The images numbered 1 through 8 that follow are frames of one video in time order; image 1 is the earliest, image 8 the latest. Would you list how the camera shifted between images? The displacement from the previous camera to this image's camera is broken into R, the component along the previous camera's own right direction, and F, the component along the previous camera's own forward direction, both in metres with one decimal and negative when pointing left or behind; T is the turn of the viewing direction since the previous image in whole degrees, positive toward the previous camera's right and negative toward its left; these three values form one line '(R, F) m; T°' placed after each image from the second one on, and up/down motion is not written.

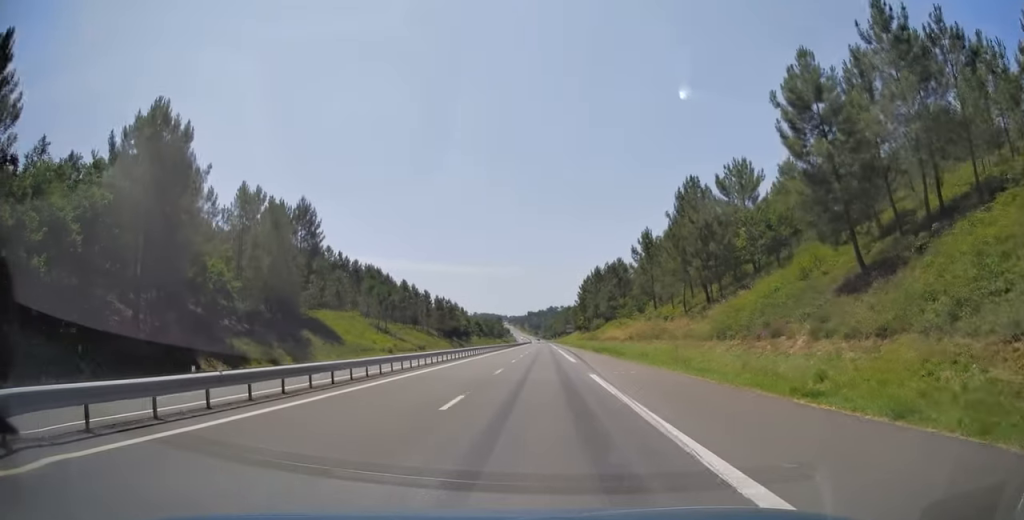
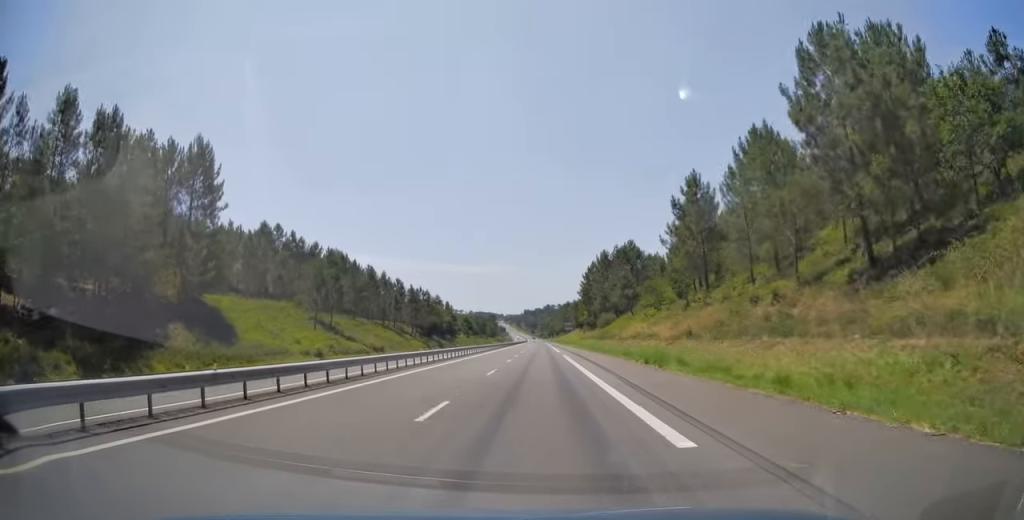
(+0.1, +27.9) m; 0°
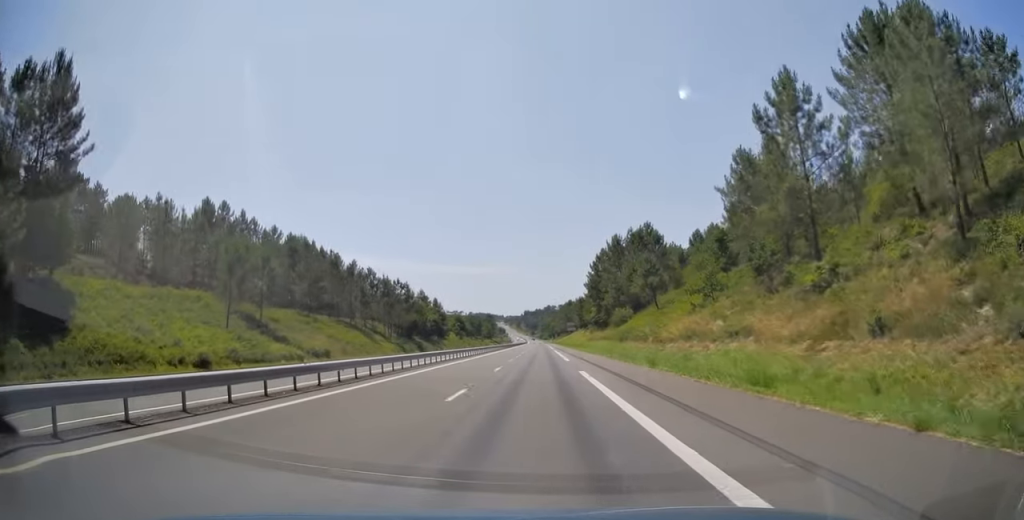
(+0.1, +22.6) m; 0°
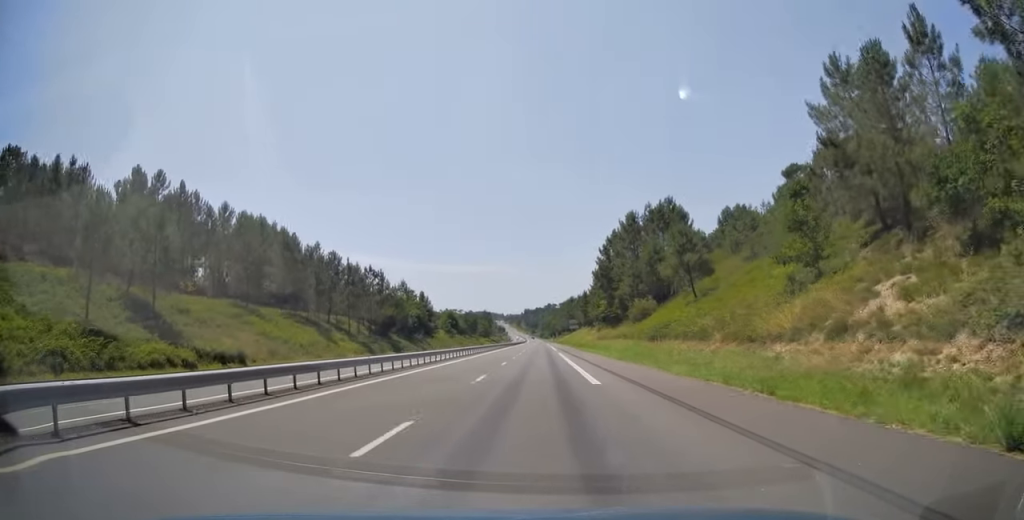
(-0.1, +19.9) m; 0°
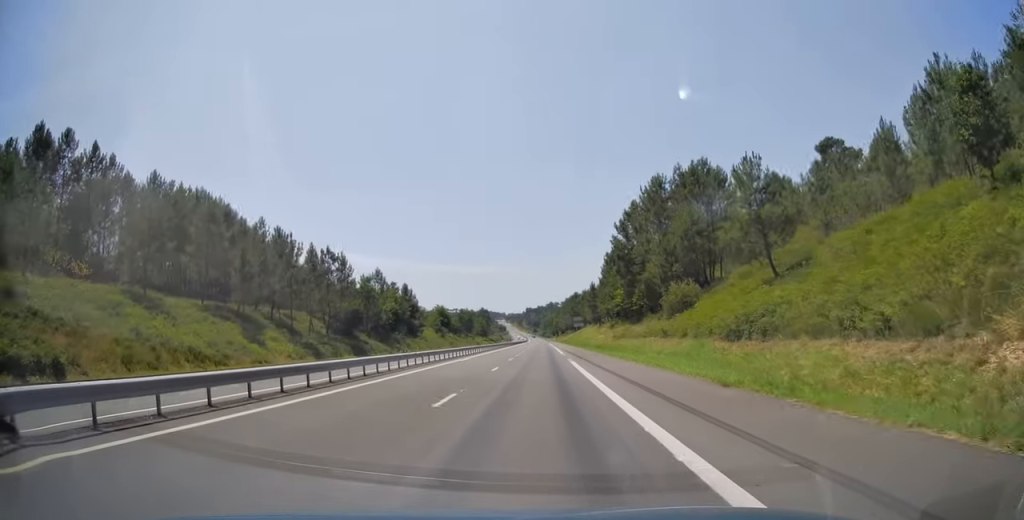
(0.0, +21.0) m; 0°
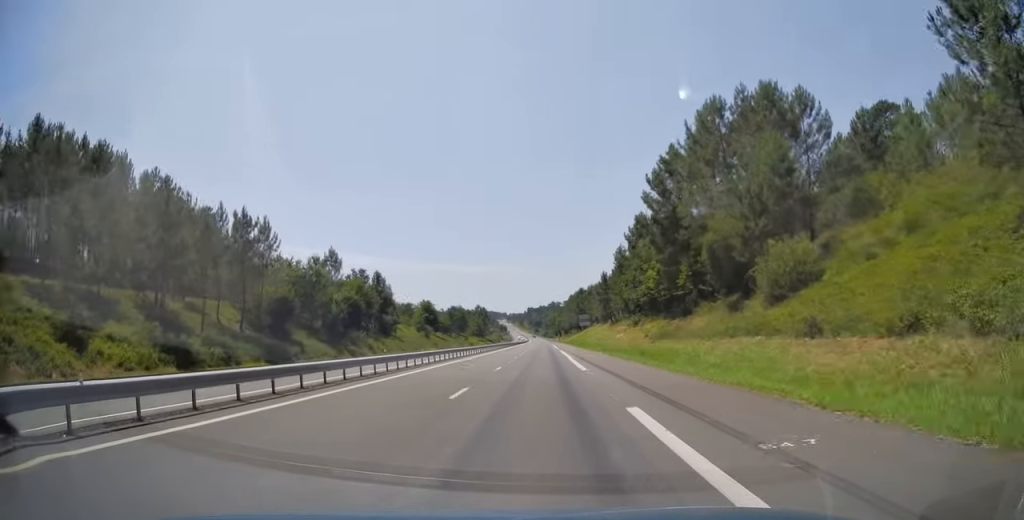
(+0.1, +24.7) m; 0°
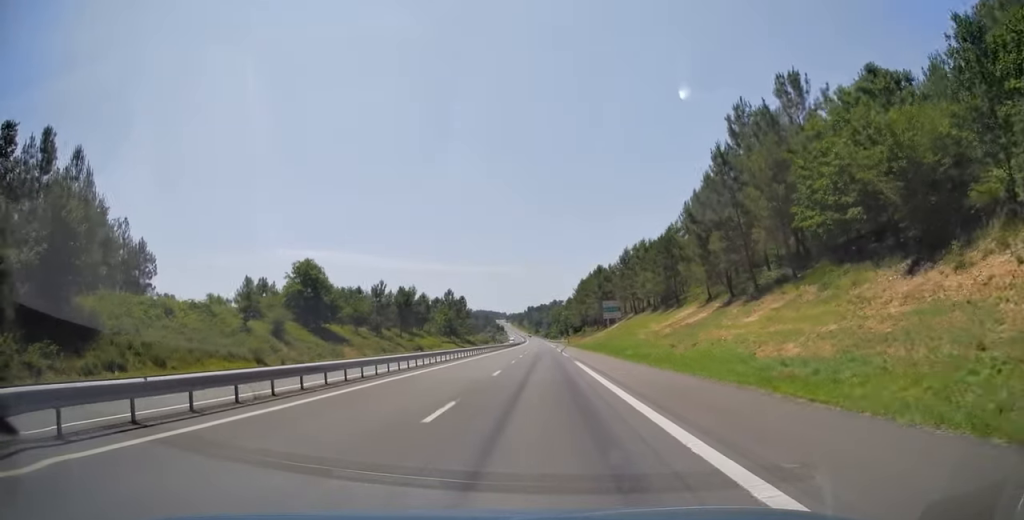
(-0.6, +82.2) m; 0°
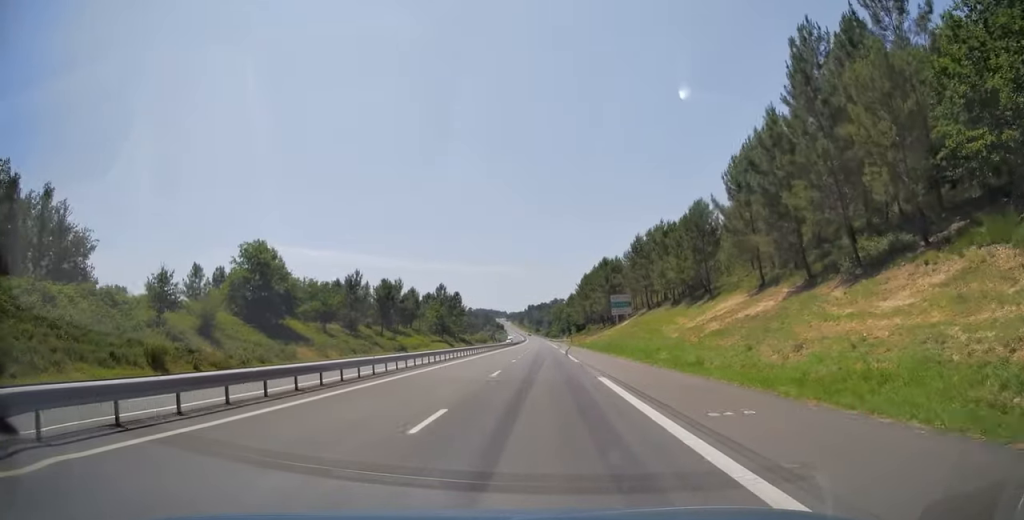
(0.0, +14.5) m; 0°
